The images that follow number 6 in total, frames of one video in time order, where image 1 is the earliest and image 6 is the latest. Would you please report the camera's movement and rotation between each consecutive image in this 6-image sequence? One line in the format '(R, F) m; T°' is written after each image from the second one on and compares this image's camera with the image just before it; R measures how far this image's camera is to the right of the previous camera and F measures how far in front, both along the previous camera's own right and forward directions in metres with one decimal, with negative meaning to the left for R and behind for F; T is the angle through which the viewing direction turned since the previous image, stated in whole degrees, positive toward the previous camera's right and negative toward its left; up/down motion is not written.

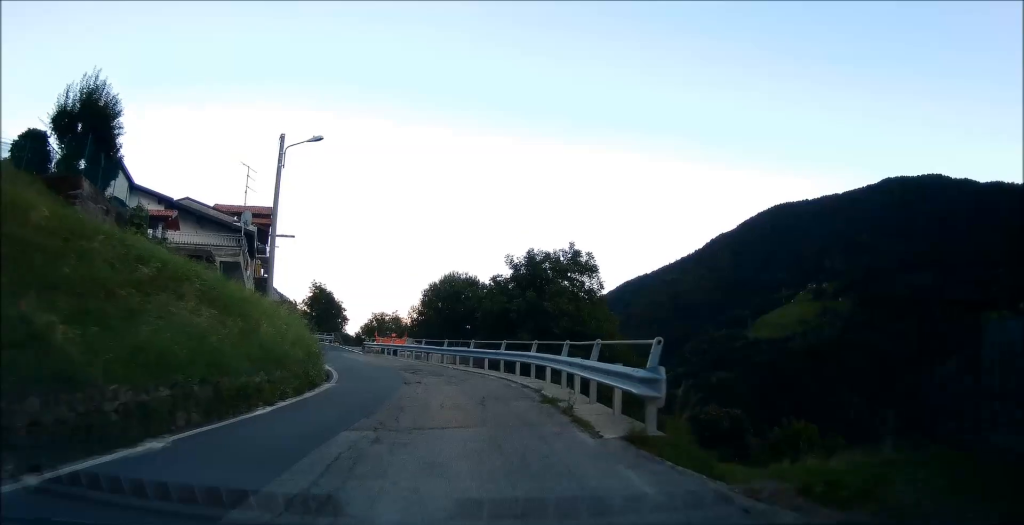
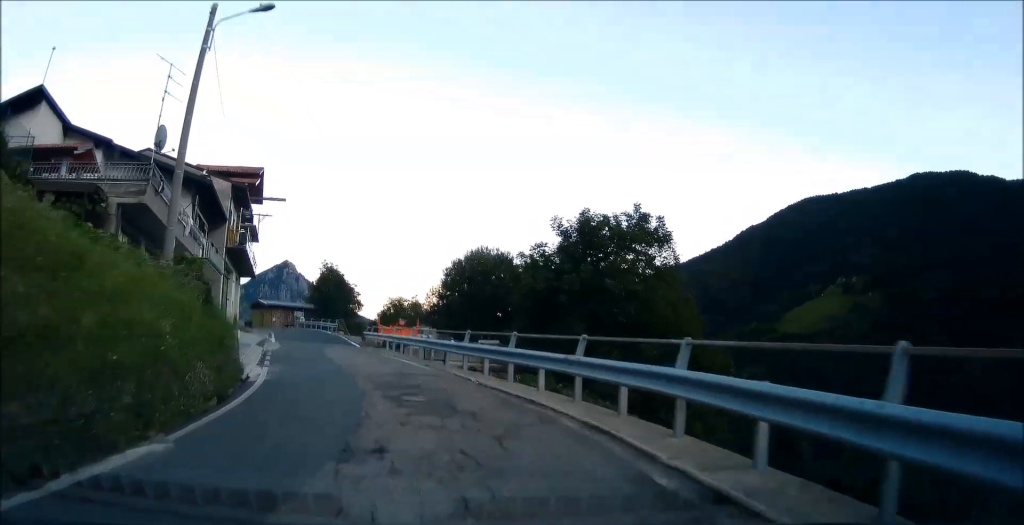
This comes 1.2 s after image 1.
(-0.3, +10.4) m; -2°
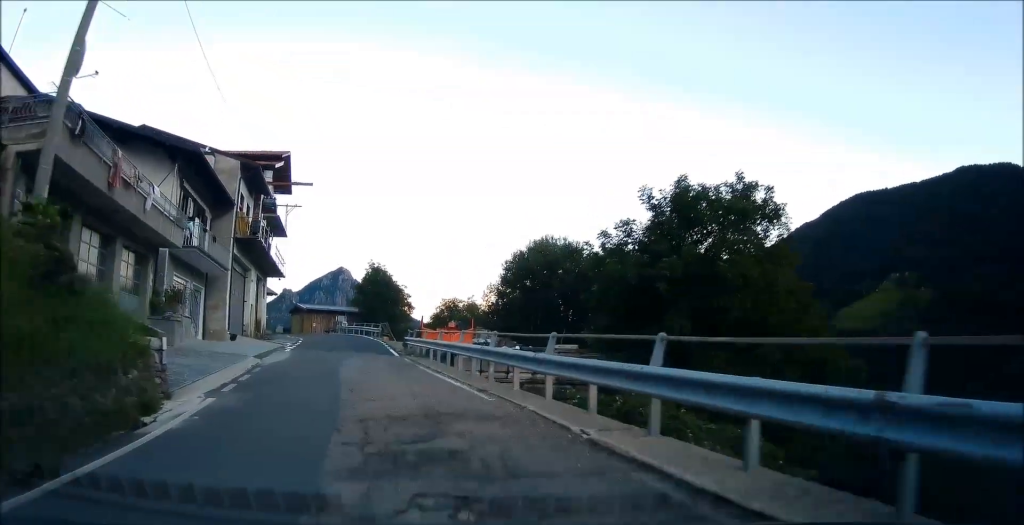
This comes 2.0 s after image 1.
(-0.1, +6.0) m; -1°
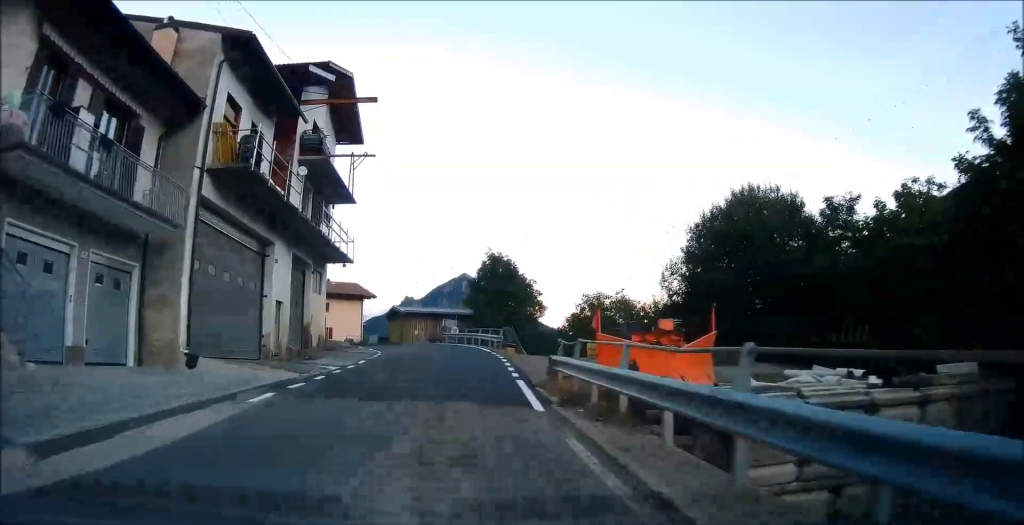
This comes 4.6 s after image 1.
(-2.4, +22.4) m; -15°
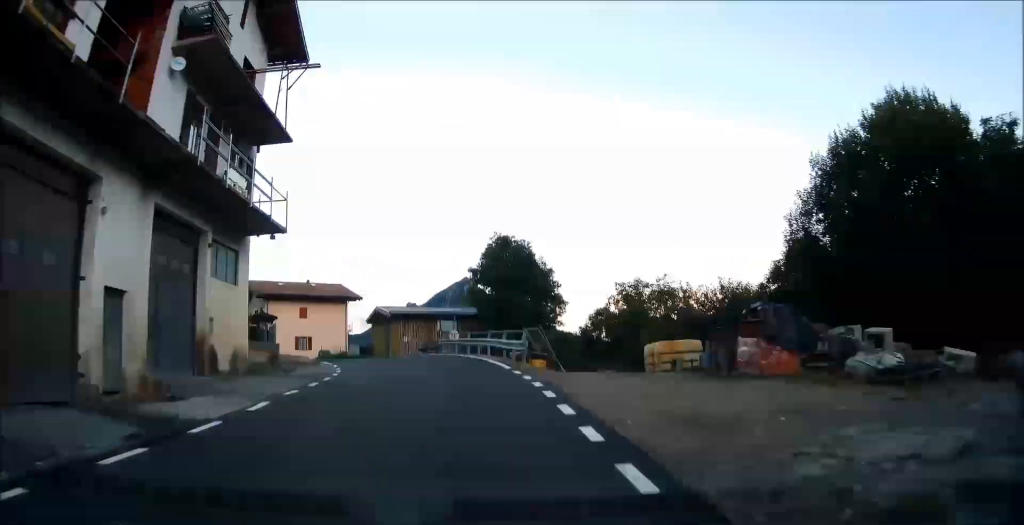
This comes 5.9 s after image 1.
(-0.9, +12.0) m; -5°
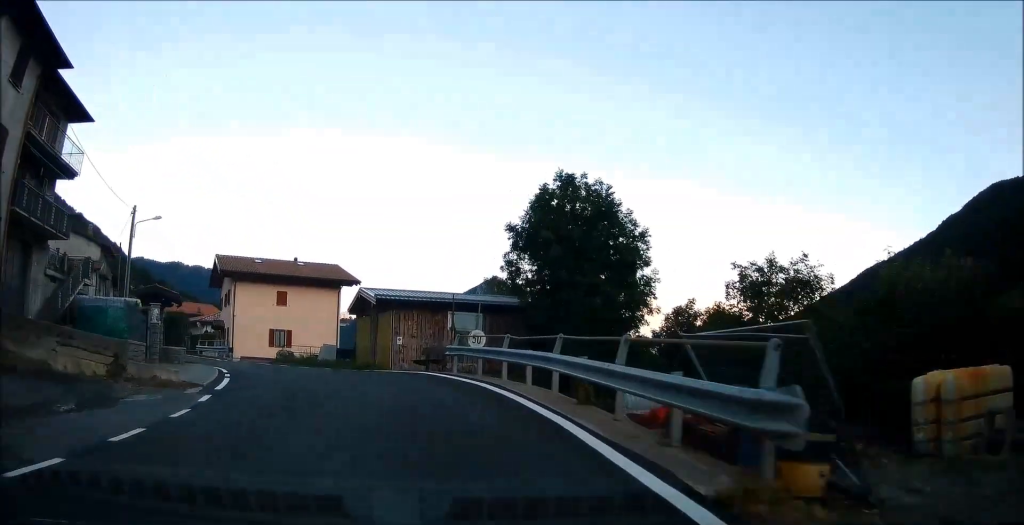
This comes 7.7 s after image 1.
(-0.2, +17.3) m; +1°
